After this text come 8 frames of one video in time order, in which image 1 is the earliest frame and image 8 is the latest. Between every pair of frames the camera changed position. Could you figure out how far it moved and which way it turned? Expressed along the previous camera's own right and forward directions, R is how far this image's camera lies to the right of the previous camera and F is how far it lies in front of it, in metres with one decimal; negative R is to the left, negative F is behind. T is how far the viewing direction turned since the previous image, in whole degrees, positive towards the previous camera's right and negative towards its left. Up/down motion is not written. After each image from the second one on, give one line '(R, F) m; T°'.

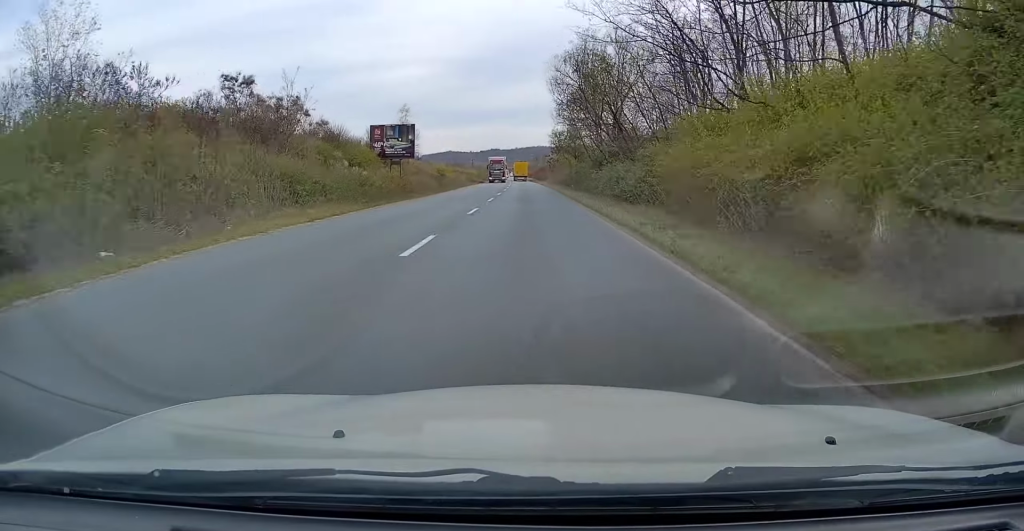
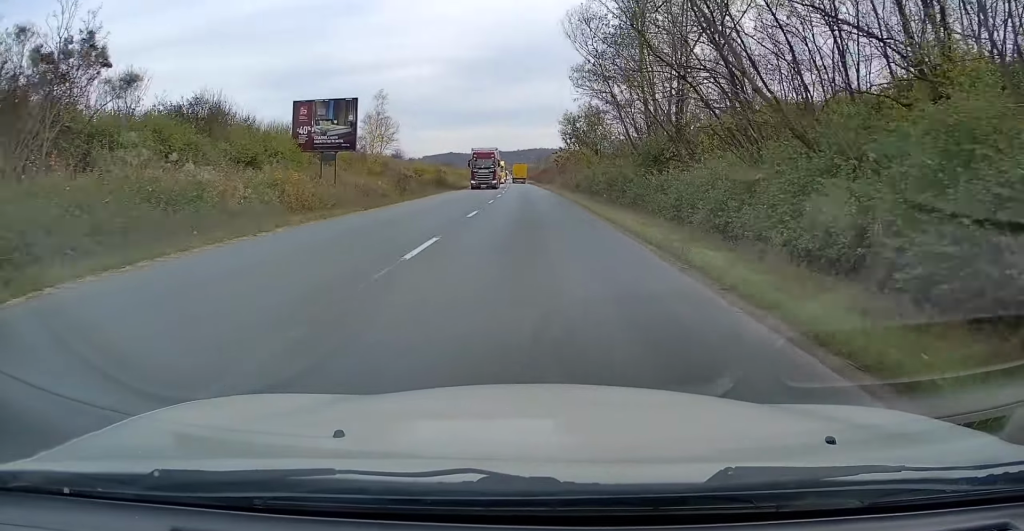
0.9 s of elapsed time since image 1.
(-0.3, +19.9) m; -1°
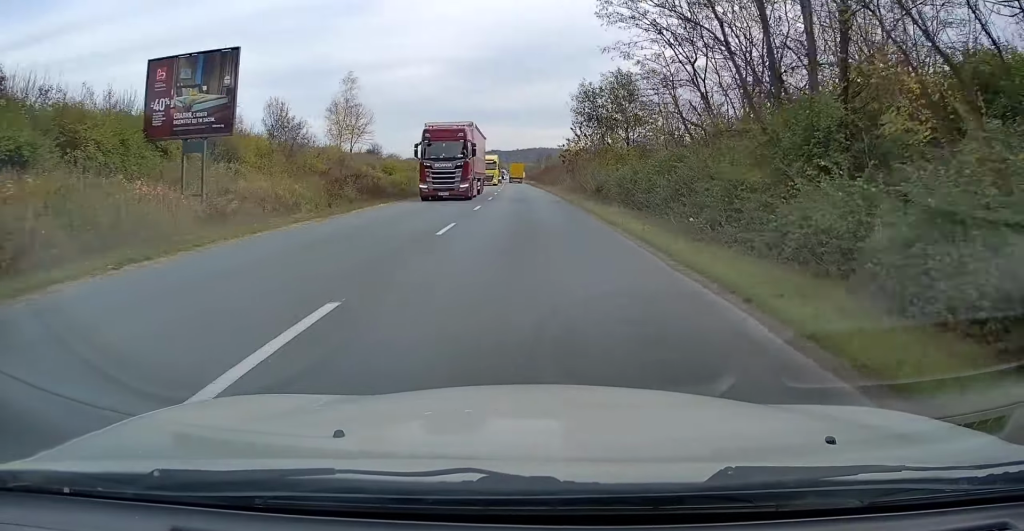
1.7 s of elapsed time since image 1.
(0.0, +15.8) m; 0°
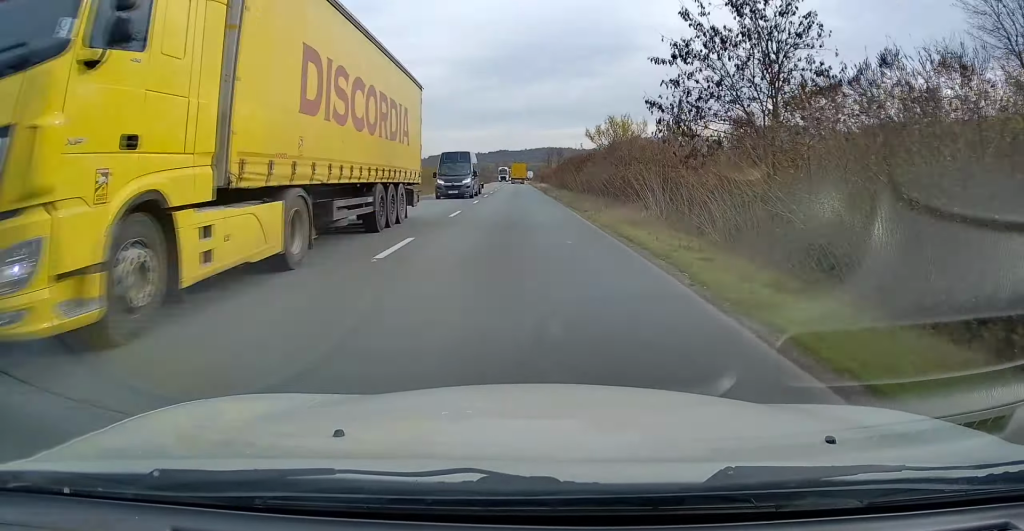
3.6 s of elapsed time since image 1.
(+0.5, +43.0) m; 0°
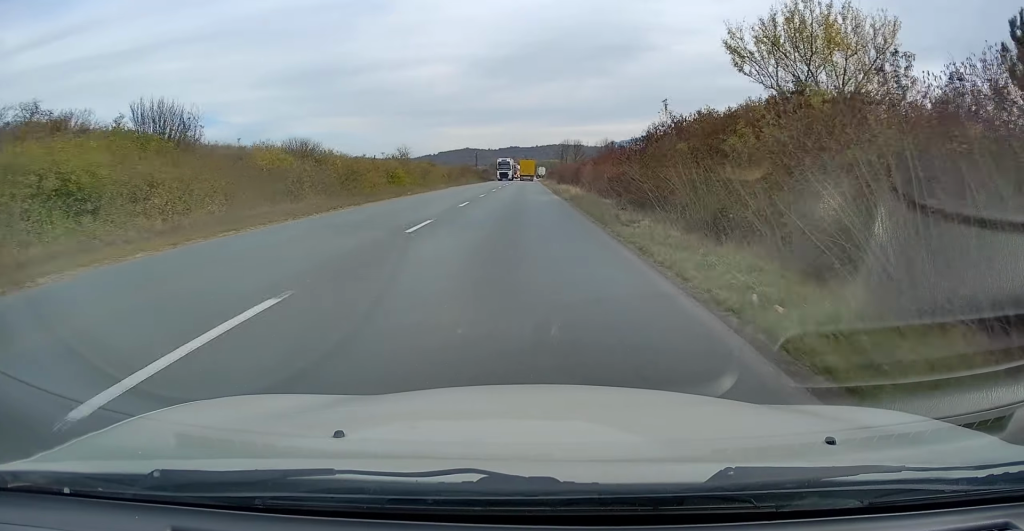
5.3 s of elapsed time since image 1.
(-1.0, +35.8) m; -1°
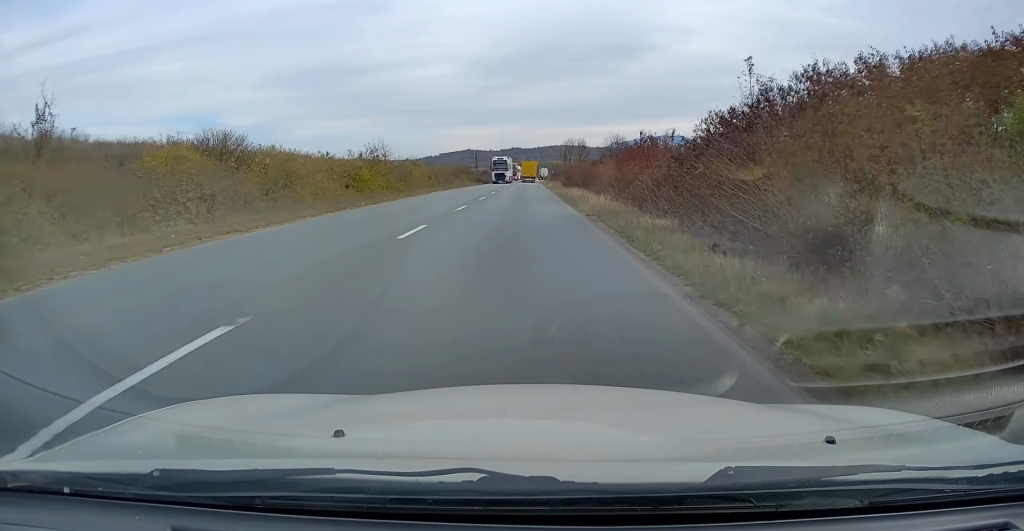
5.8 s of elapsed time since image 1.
(+0.2, +10.9) m; 0°
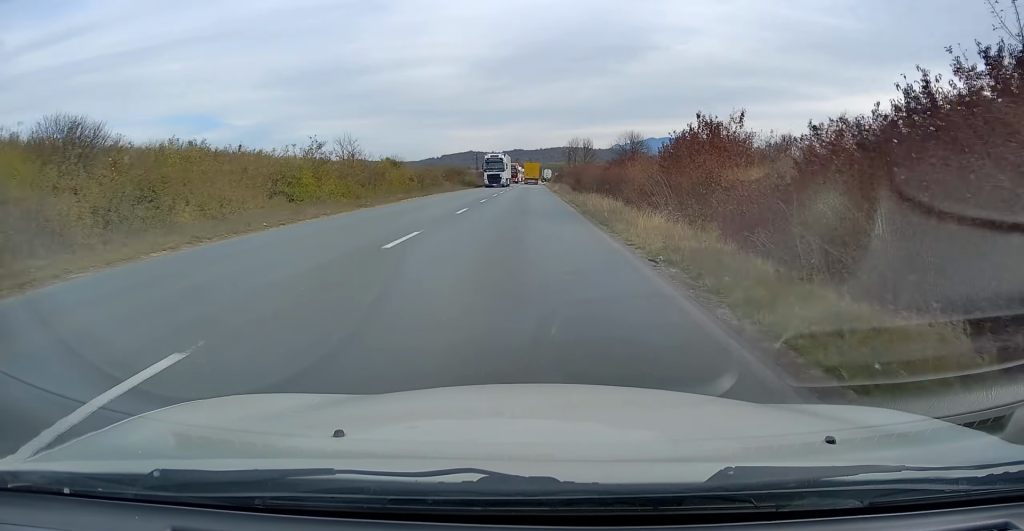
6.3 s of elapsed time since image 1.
(+0.2, +10.9) m; 0°
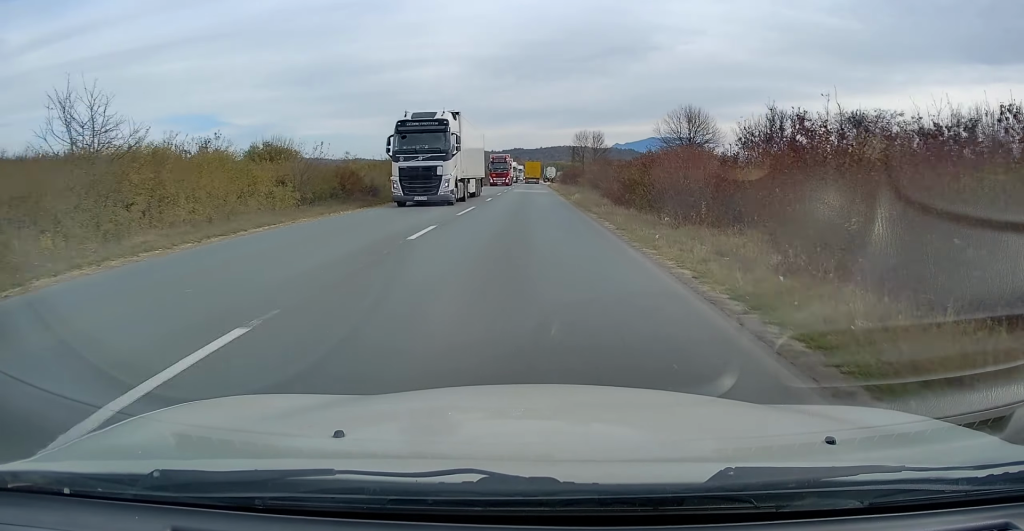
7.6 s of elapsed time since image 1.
(-0.3, +28.4) m; 0°
